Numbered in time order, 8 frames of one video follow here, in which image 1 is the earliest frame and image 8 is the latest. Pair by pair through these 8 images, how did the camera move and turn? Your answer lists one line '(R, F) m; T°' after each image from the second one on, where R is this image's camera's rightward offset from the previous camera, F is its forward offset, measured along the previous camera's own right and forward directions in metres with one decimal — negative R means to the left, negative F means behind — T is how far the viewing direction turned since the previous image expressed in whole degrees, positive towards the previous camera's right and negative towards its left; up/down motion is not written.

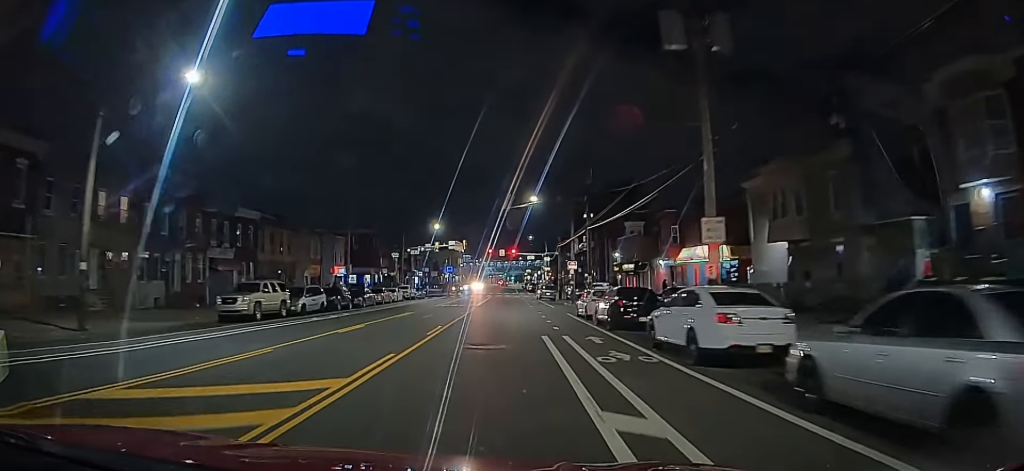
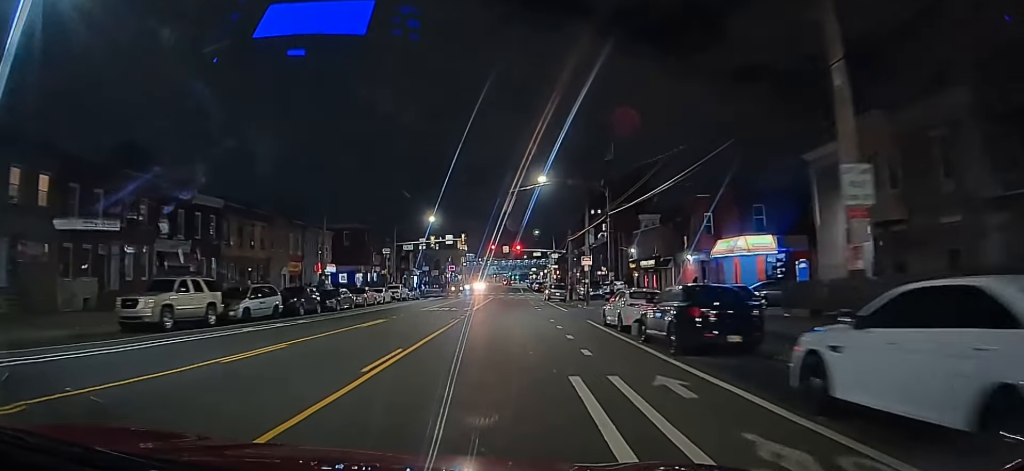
(+0.1, +7.2) m; 0°
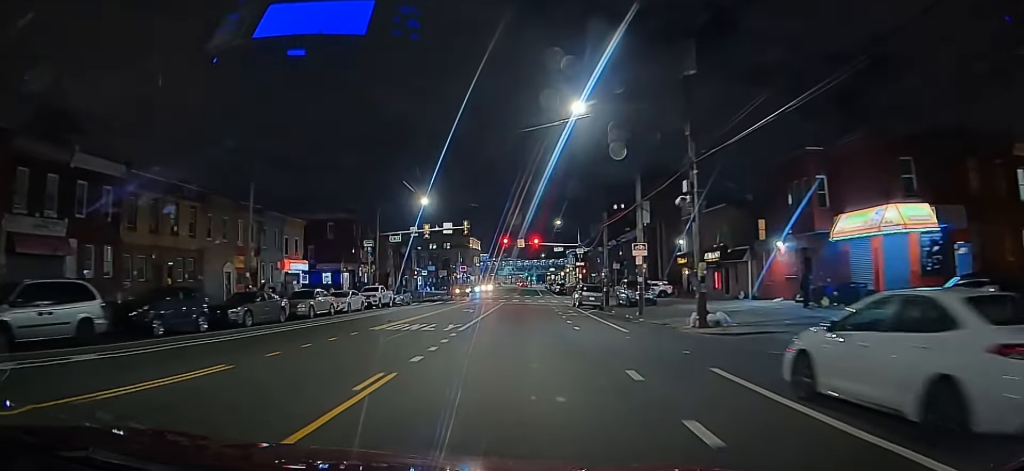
(-0.3, +15.2) m; -3°
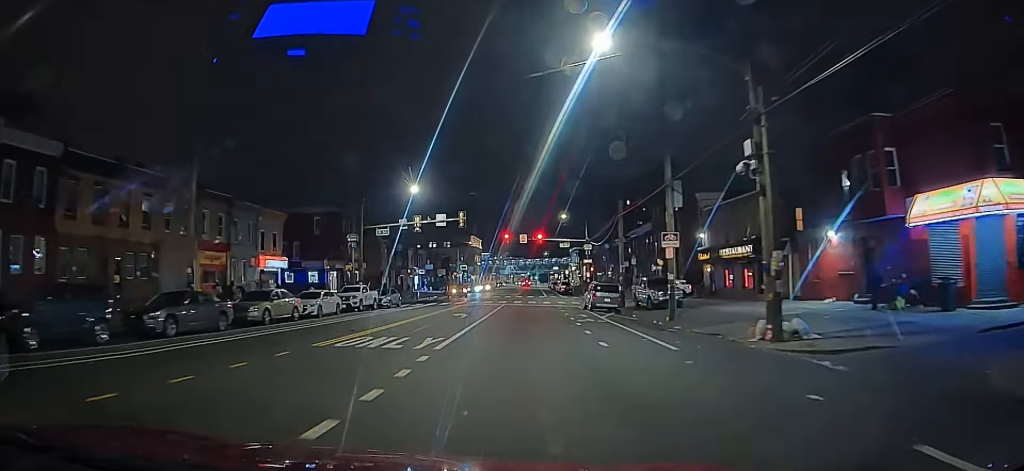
(-0.1, +5.3) m; 0°
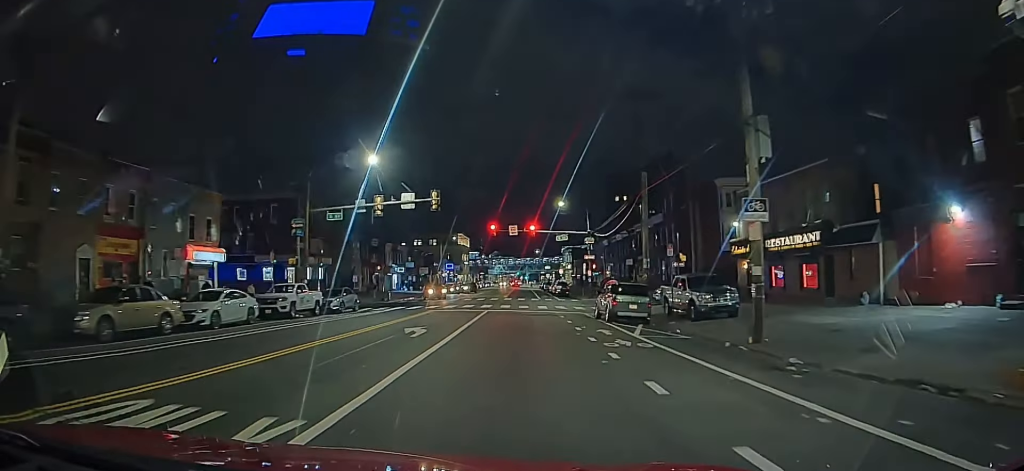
(+0.1, +8.9) m; +3°
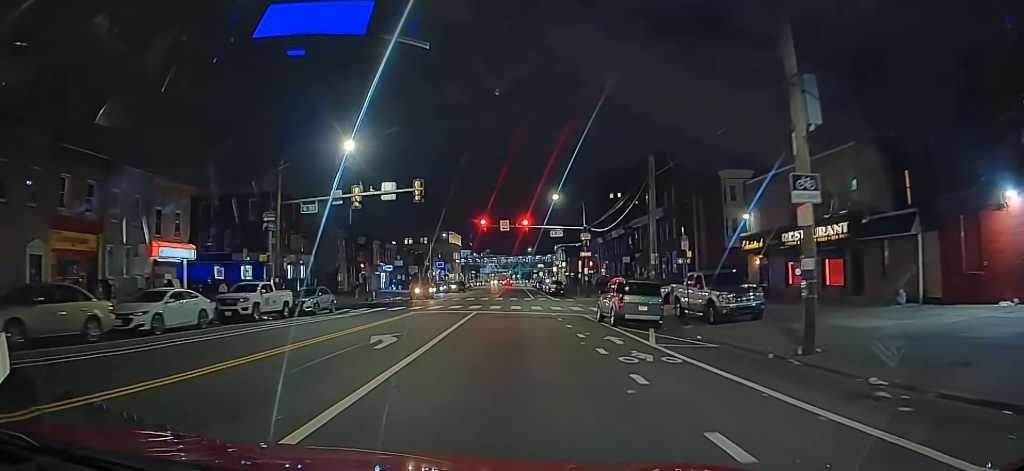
(0.0, +3.1) m; +1°
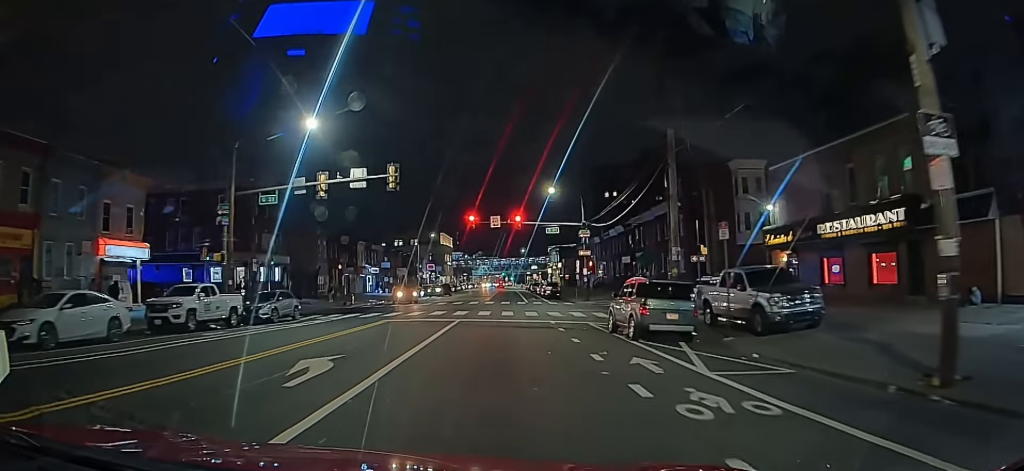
(+0.2, +4.0) m; 0°
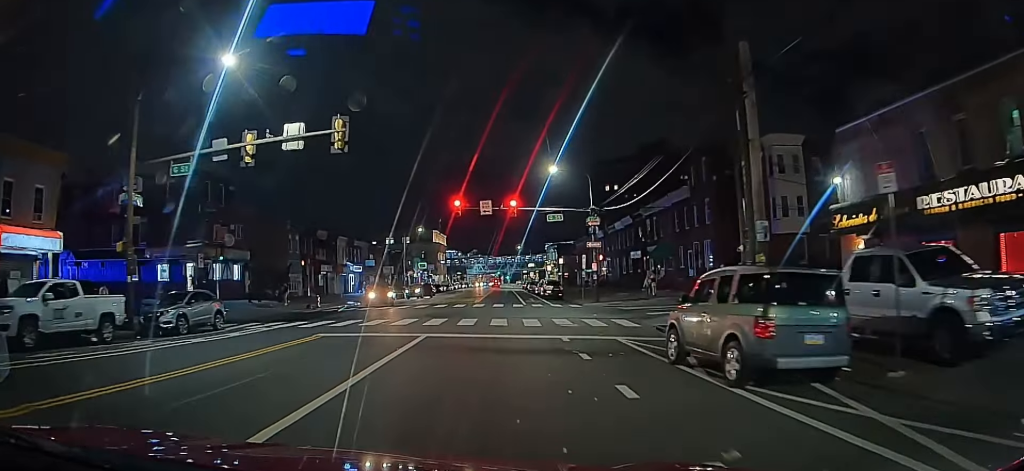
(-0.2, +7.1) m; -3°
